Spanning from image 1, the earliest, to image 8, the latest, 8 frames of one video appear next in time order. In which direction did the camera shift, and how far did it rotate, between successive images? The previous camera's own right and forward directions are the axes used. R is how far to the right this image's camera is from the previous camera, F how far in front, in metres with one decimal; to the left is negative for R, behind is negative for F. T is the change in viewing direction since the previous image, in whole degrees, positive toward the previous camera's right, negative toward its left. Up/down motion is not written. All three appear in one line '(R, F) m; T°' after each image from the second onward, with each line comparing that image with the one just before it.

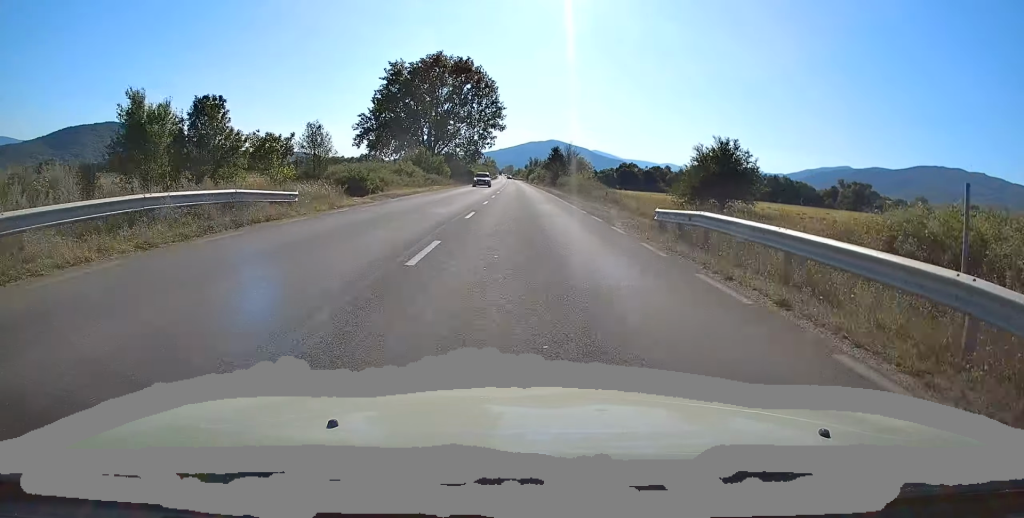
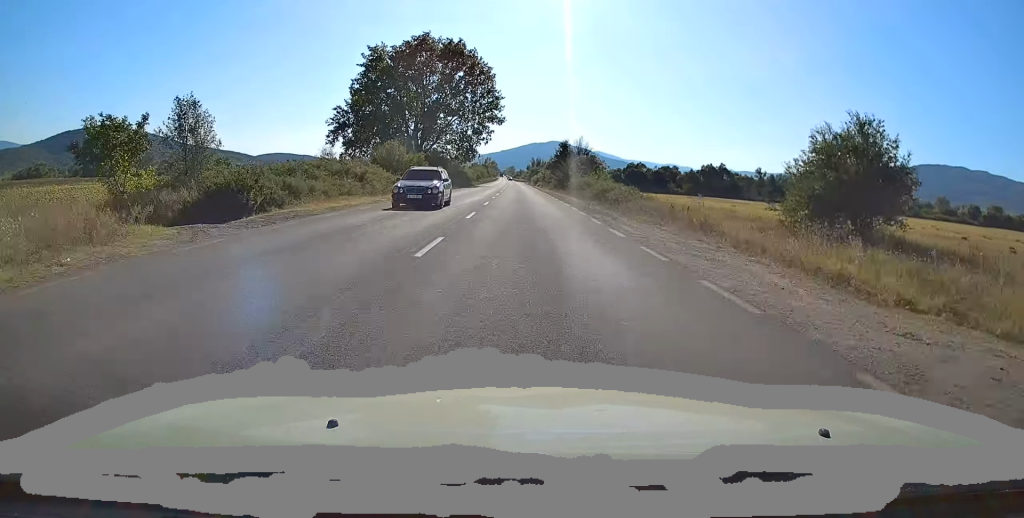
(+0.1, +16.8) m; 0°
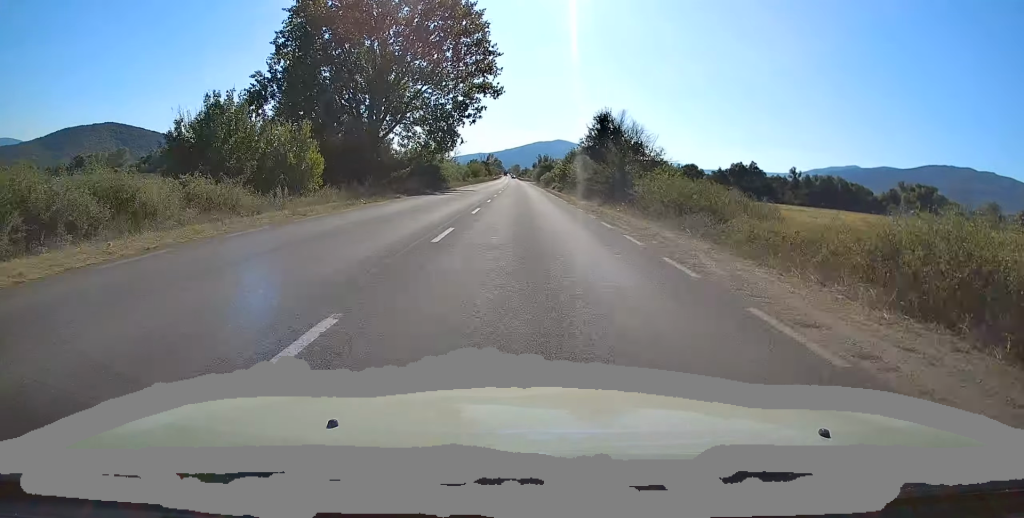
(+0.3, +34.3) m; 0°
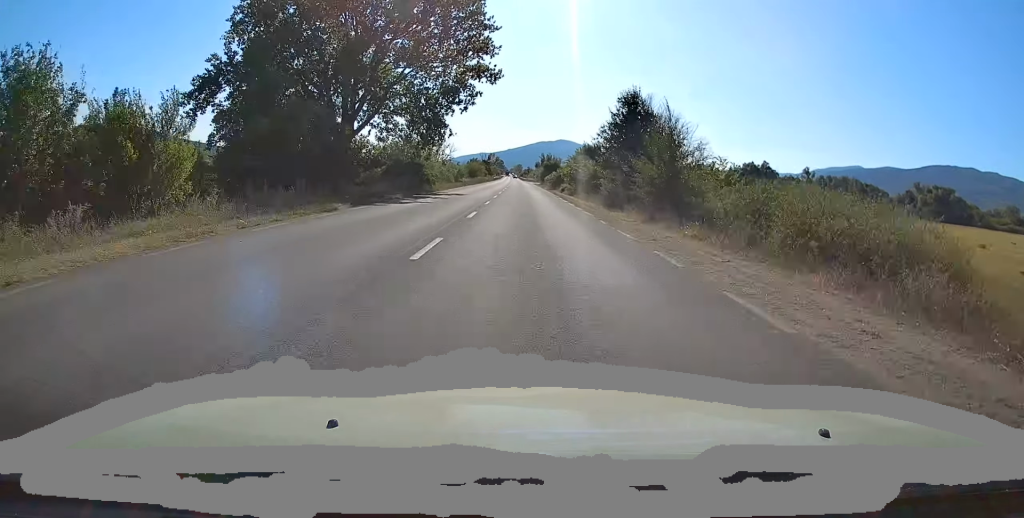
(-0.1, +11.2) m; 0°
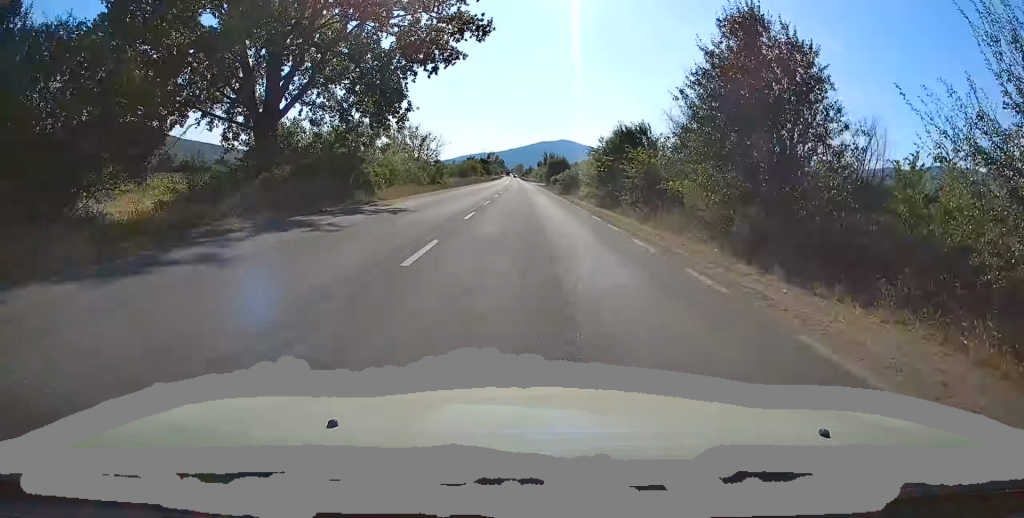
(-0.2, +18.4) m; -1°
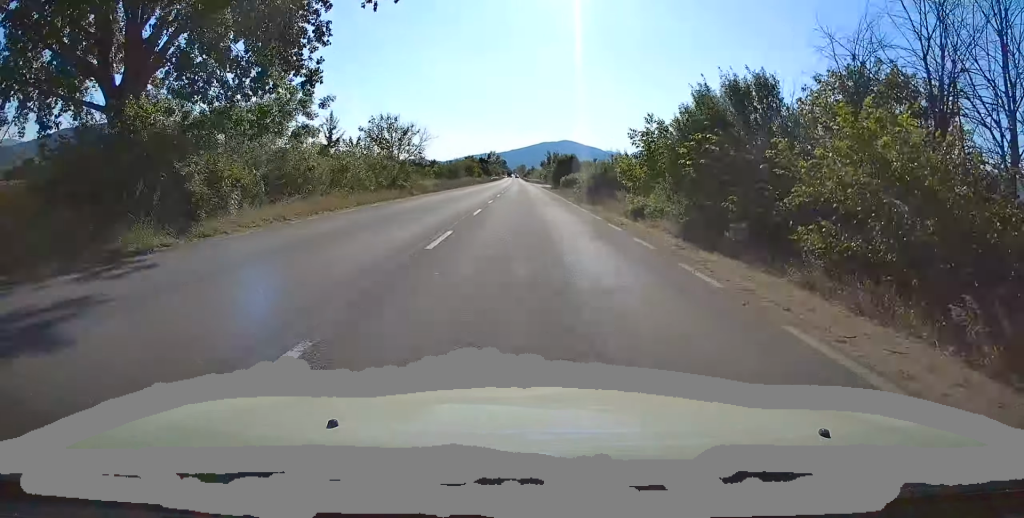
(-0.1, +16.0) m; +1°
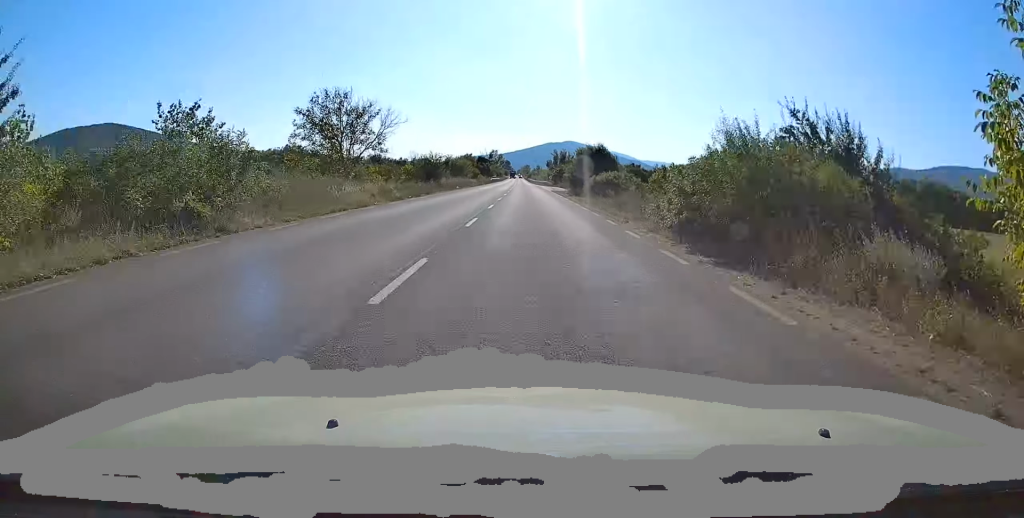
(+0.3, +22.3) m; 0°
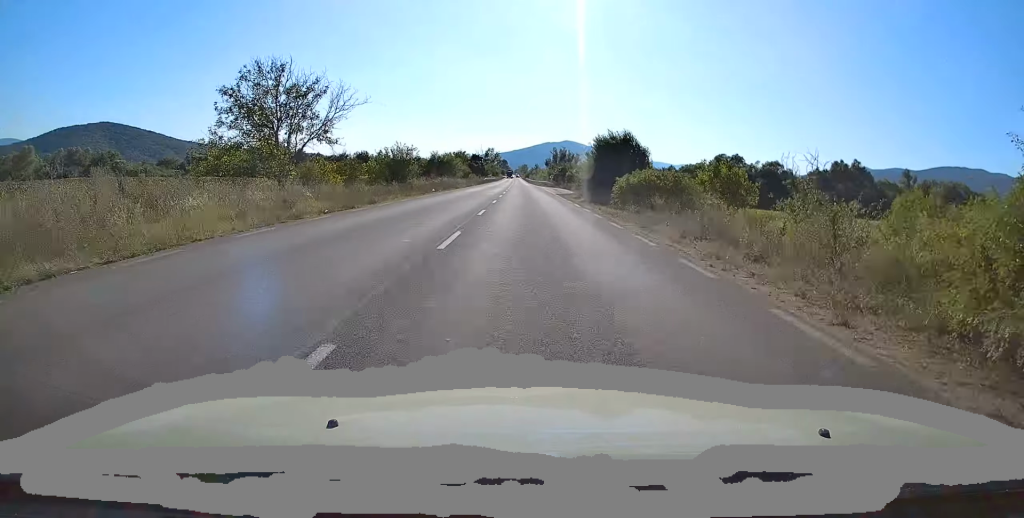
(0.0, +13.5) m; 0°
